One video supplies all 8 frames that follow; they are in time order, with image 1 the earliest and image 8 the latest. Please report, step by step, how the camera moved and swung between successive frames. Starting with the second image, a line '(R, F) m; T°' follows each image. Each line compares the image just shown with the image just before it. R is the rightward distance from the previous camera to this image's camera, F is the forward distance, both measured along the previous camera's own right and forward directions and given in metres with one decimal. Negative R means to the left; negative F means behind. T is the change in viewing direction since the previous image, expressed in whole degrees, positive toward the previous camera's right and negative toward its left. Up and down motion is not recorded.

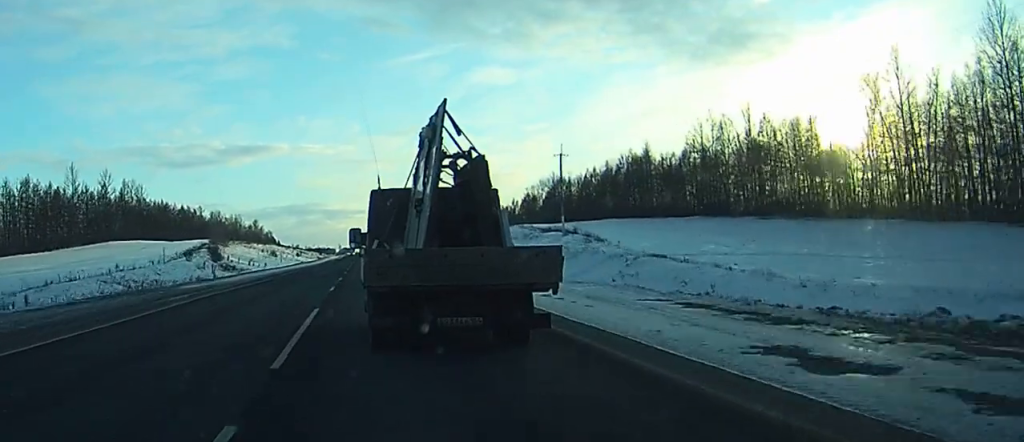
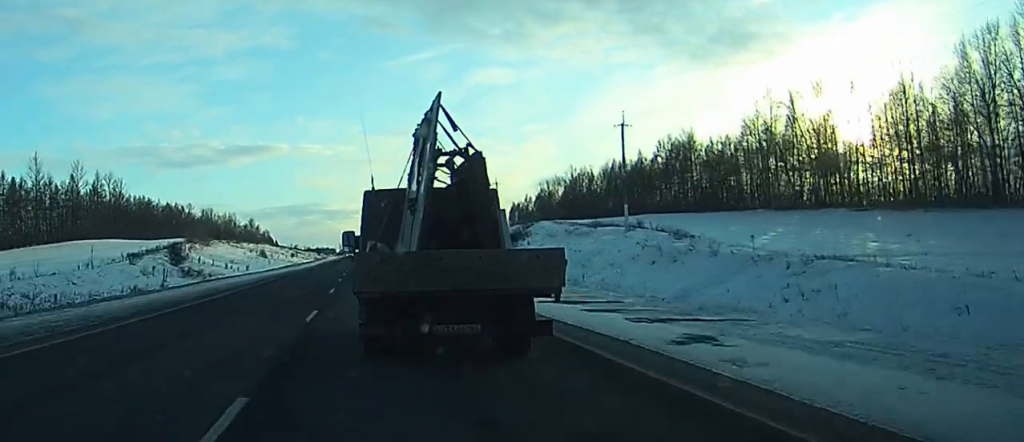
(0.0, +23.2) m; 0°
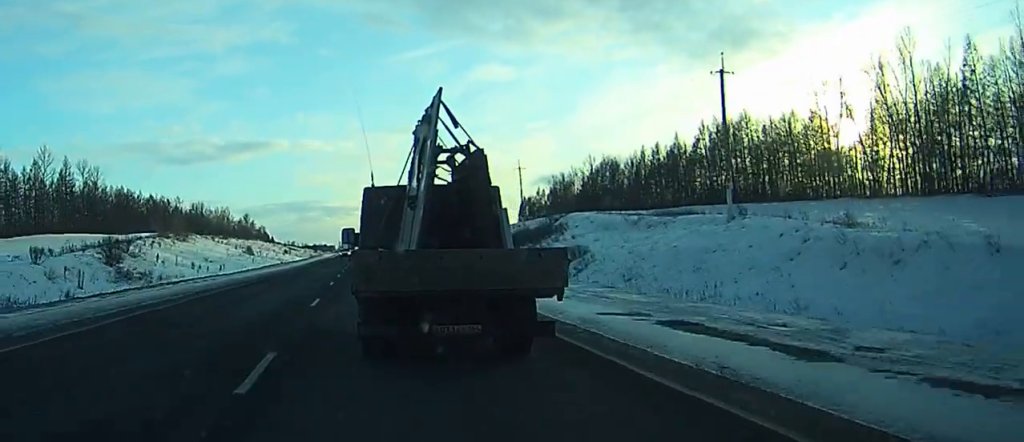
(0.0, +21.2) m; 0°
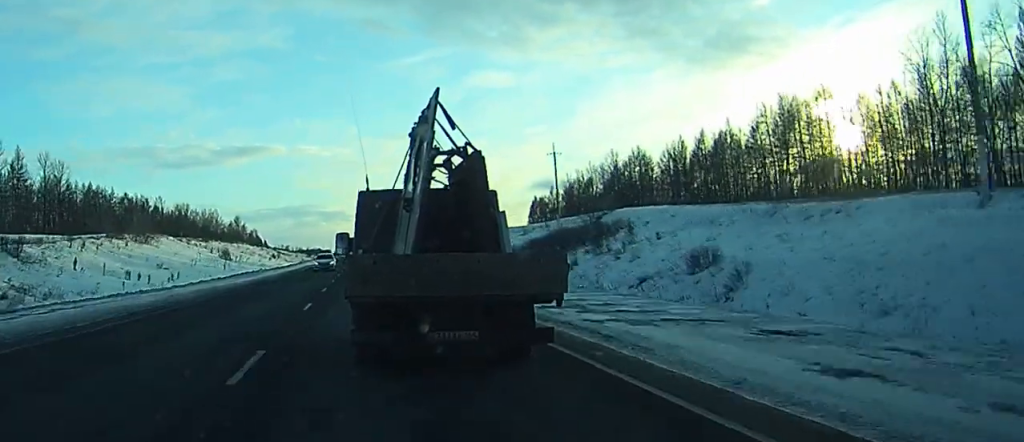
(+0.1, +23.3) m; 0°
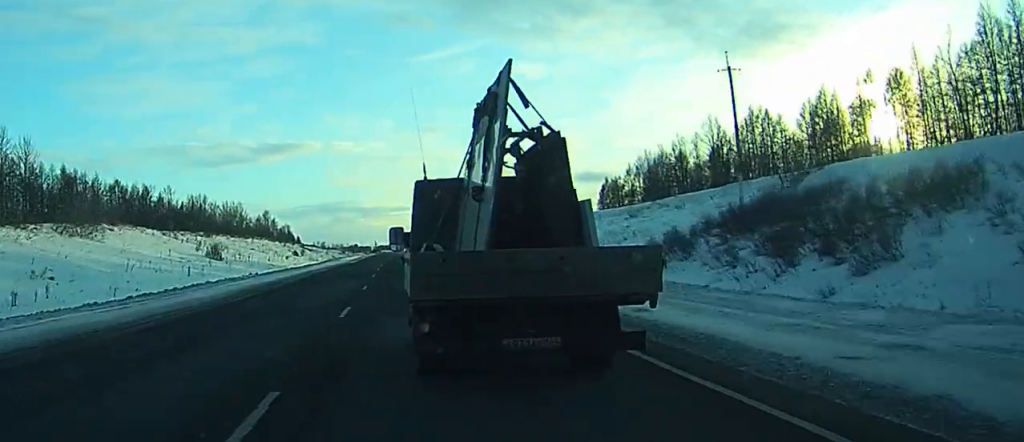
(-0.2, +39.2) m; -2°
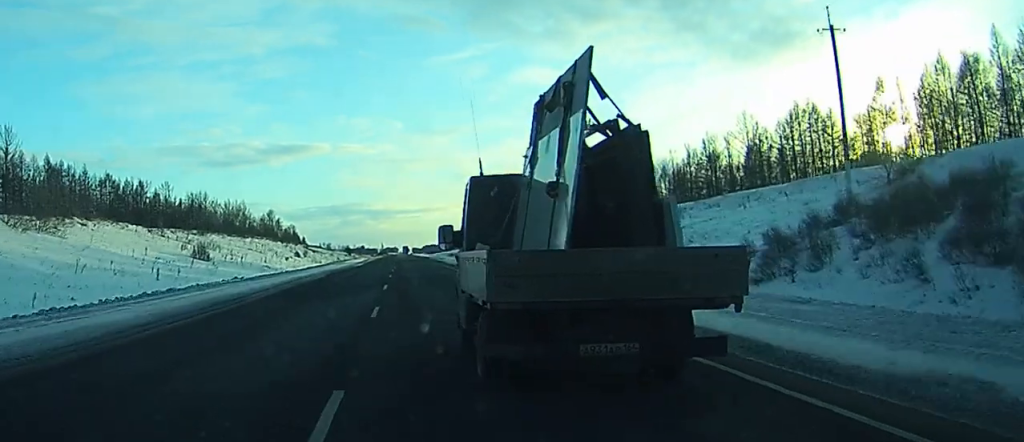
(-0.3, +12.1) m; -1°
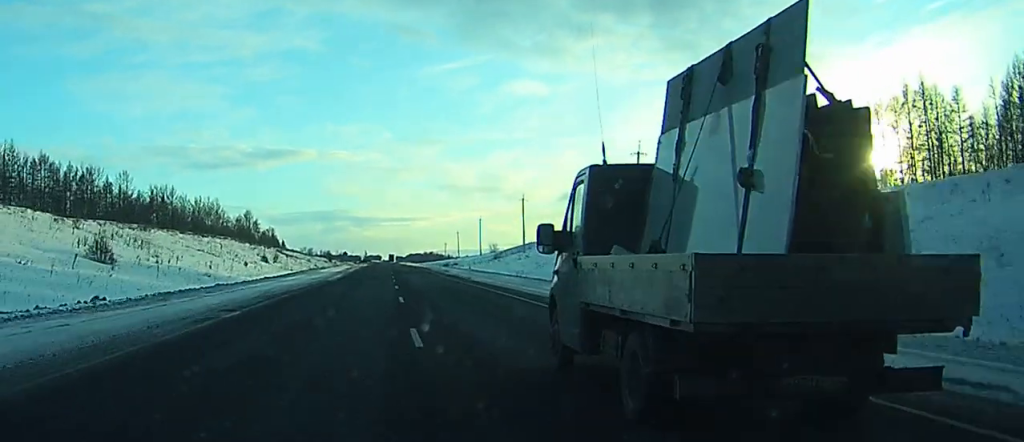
(-0.3, +28.8) m; 0°
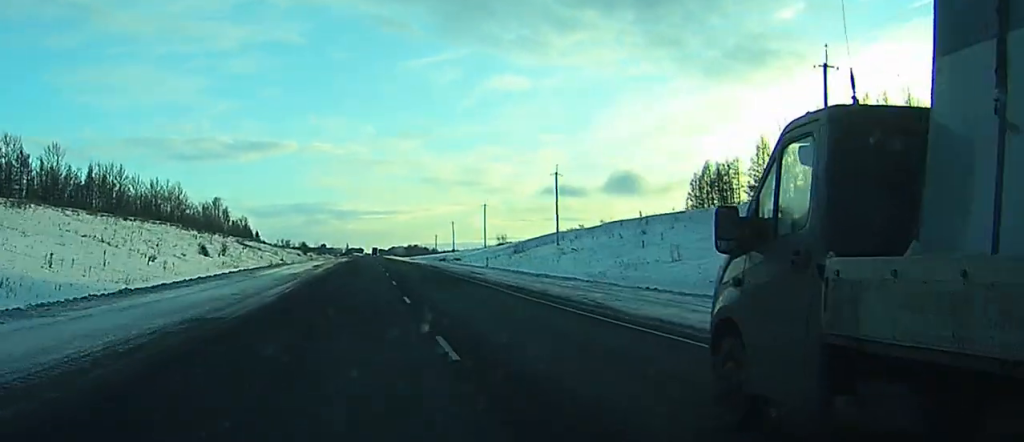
(+0.2, +37.4) m; +1°
